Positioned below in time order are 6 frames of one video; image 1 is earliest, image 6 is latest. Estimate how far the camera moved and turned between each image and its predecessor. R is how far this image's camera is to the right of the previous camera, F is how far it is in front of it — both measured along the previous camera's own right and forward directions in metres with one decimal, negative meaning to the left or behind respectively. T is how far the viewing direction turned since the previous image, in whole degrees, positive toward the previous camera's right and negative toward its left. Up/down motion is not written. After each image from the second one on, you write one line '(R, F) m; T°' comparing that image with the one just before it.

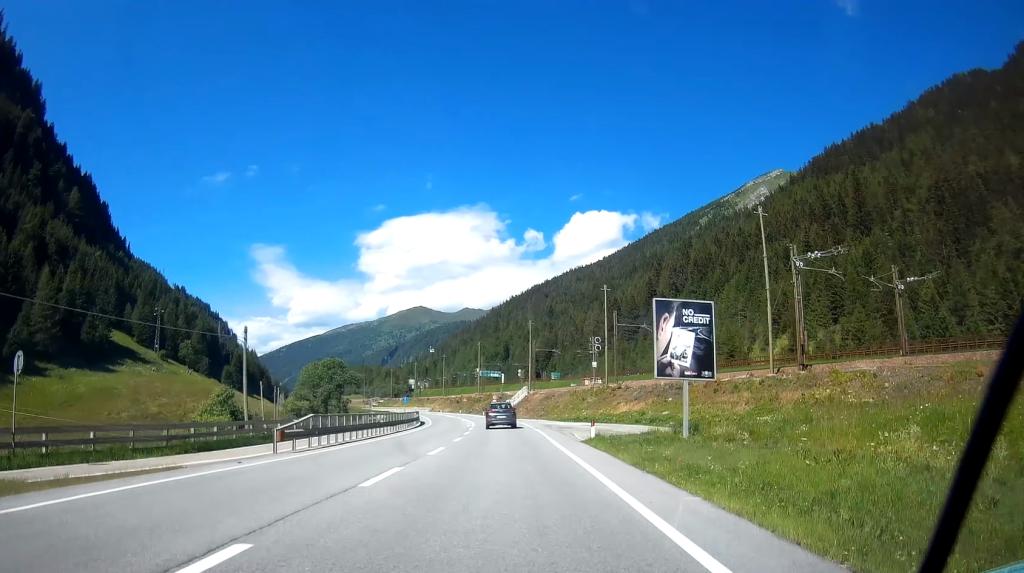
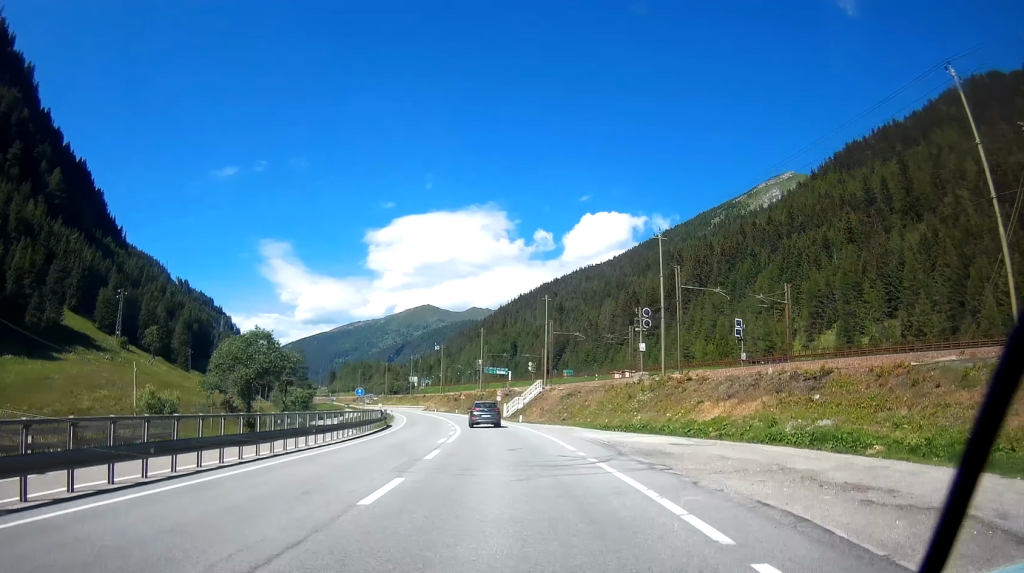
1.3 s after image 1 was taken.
(0.0, +24.0) m; 0°
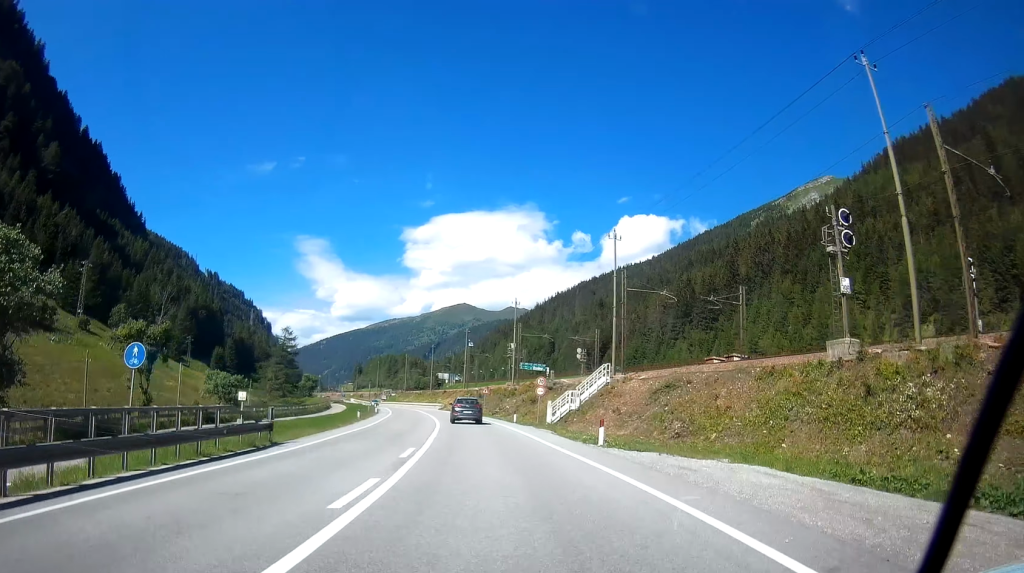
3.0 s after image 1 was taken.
(0.0, +30.4) m; 0°
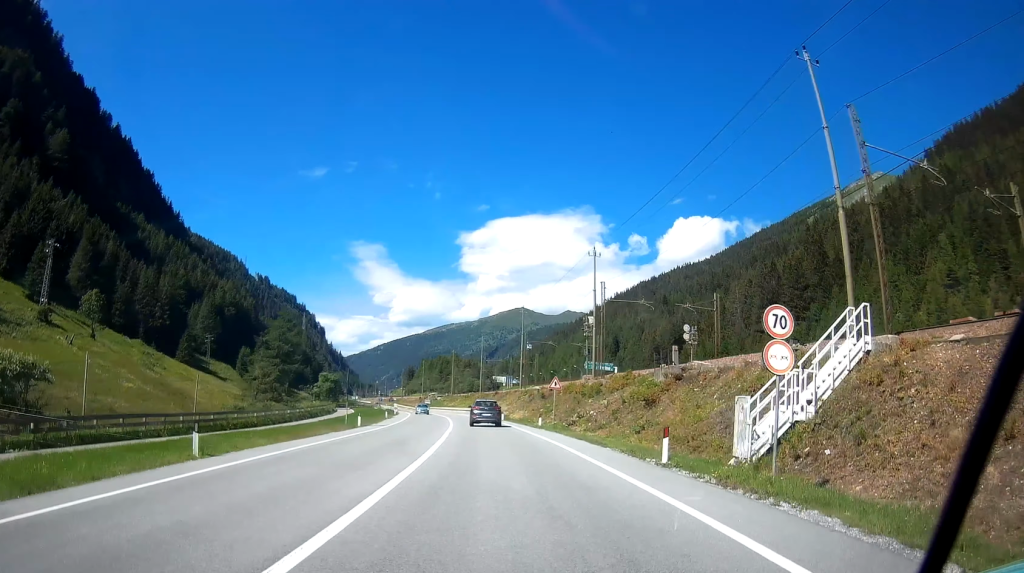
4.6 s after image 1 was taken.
(0.0, +30.6) m; -1°
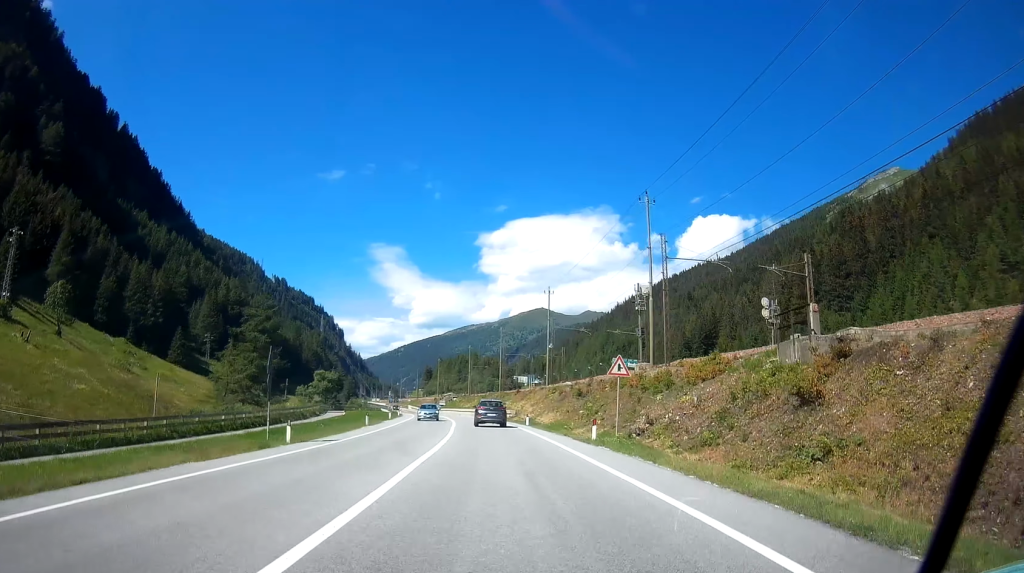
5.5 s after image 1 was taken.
(+0.1, +15.8) m; -2°
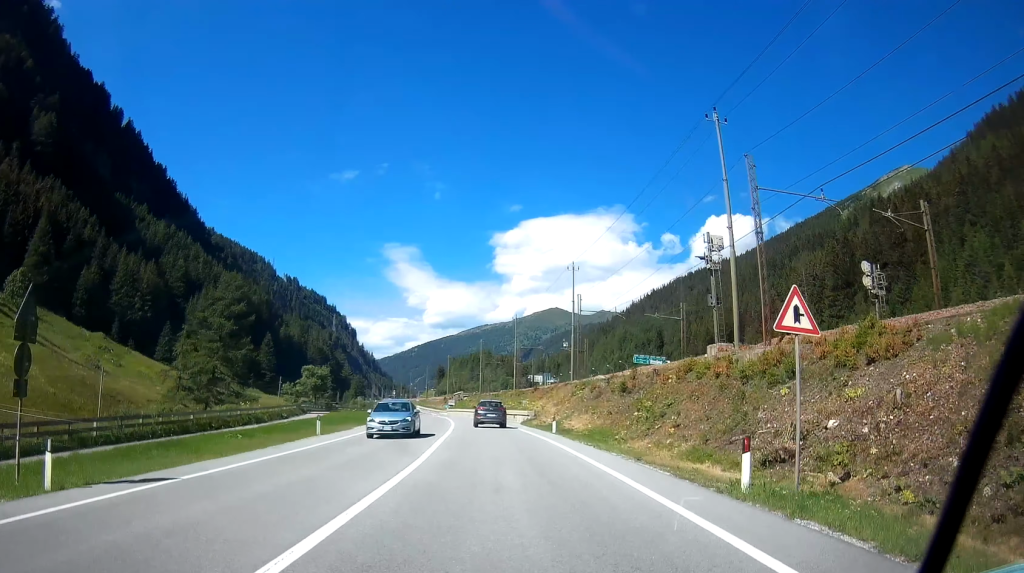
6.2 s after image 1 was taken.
(-0.6, +13.7) m; -2°
